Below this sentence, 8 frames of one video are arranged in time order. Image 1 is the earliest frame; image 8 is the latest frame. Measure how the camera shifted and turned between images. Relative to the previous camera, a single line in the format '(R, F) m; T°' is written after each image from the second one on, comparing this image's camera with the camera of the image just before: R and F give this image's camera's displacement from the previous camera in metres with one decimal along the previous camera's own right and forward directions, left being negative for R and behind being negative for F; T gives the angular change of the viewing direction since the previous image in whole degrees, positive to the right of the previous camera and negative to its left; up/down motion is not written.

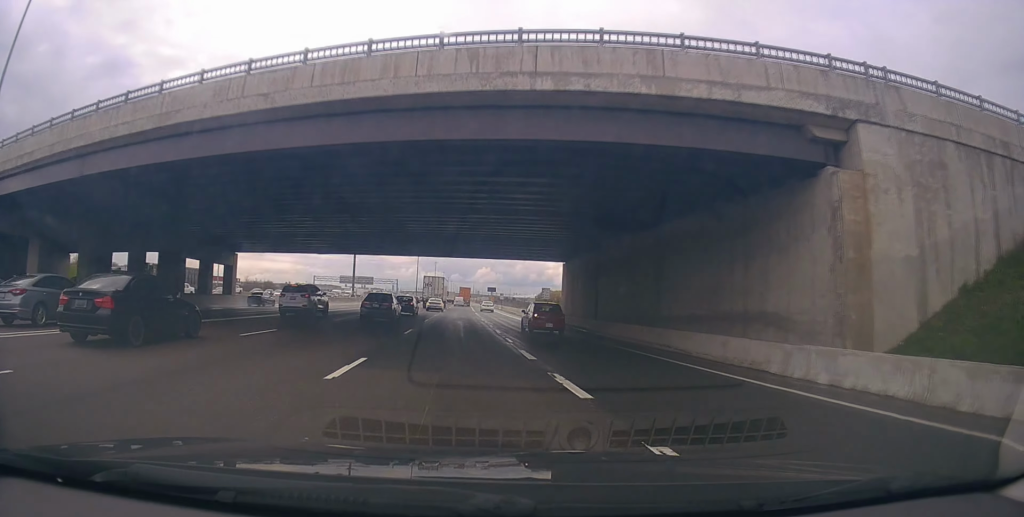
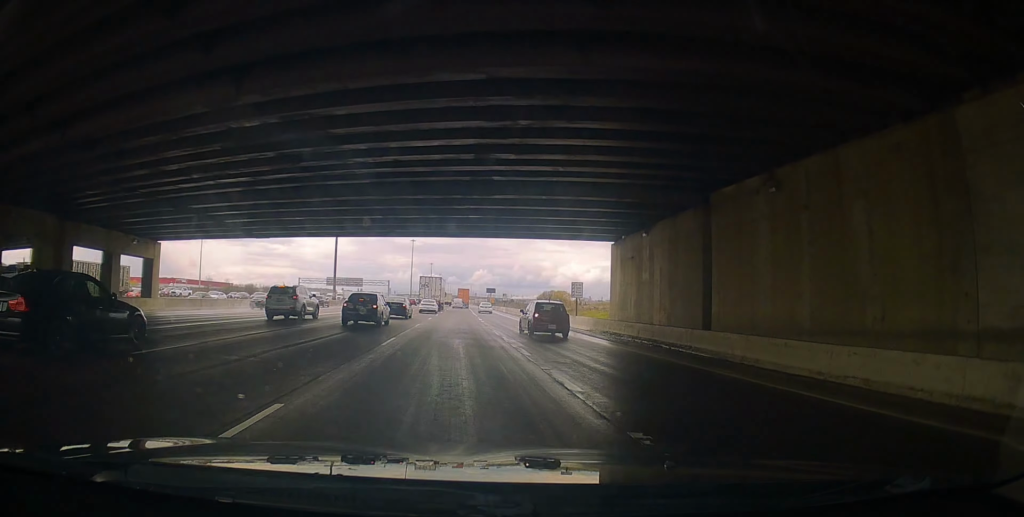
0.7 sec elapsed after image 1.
(-0.1, +17.2) m; 0°
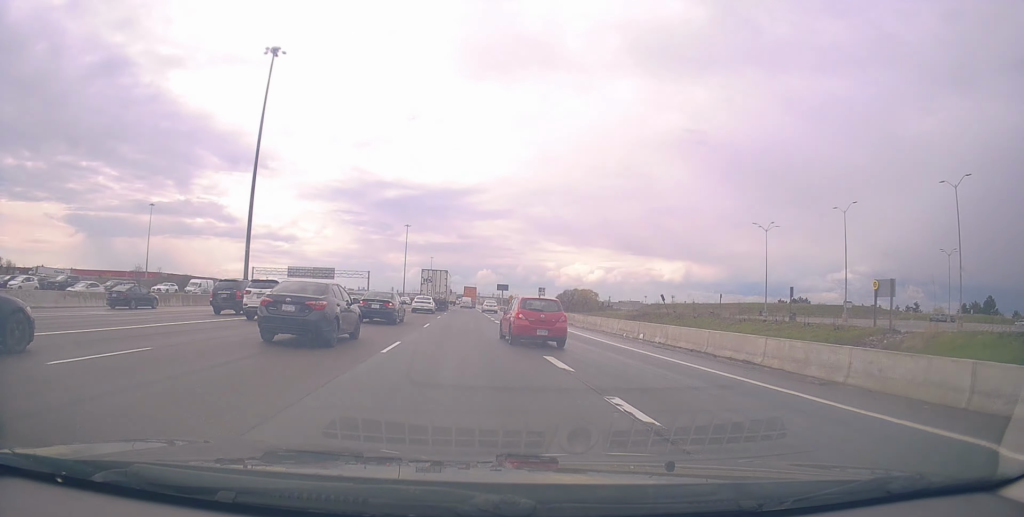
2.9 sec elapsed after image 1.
(+0.9, +51.1) m; +1°
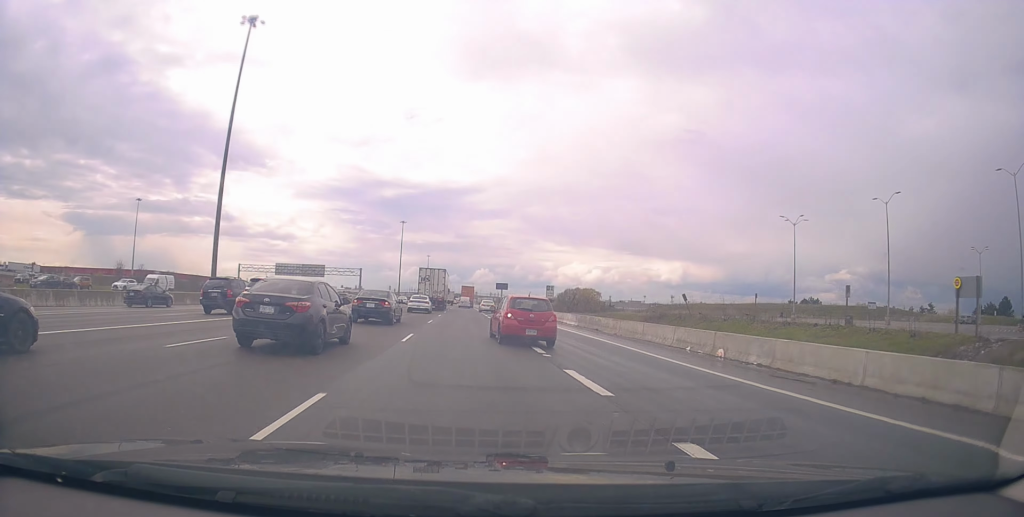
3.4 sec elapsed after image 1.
(-0.1, +9.1) m; 0°
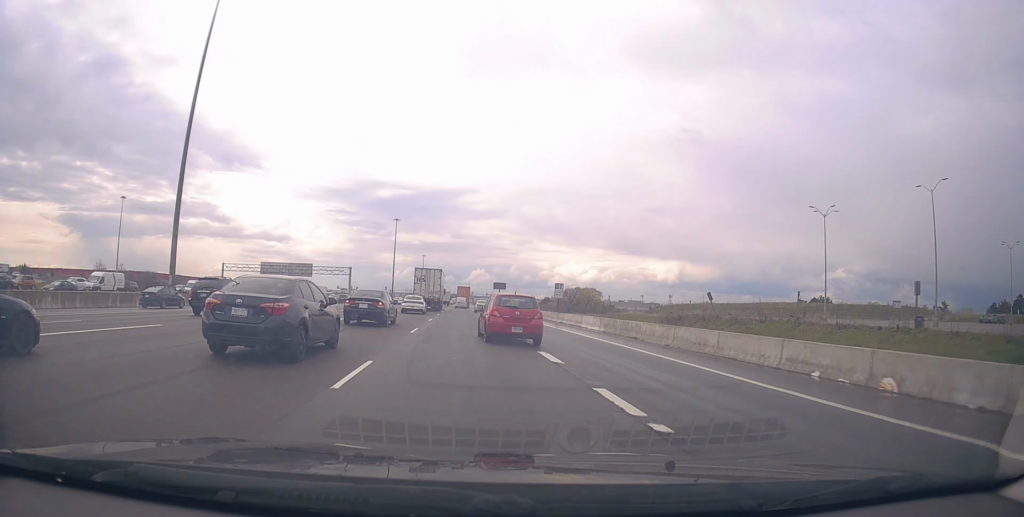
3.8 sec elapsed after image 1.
(0.0, +8.3) m; 0°
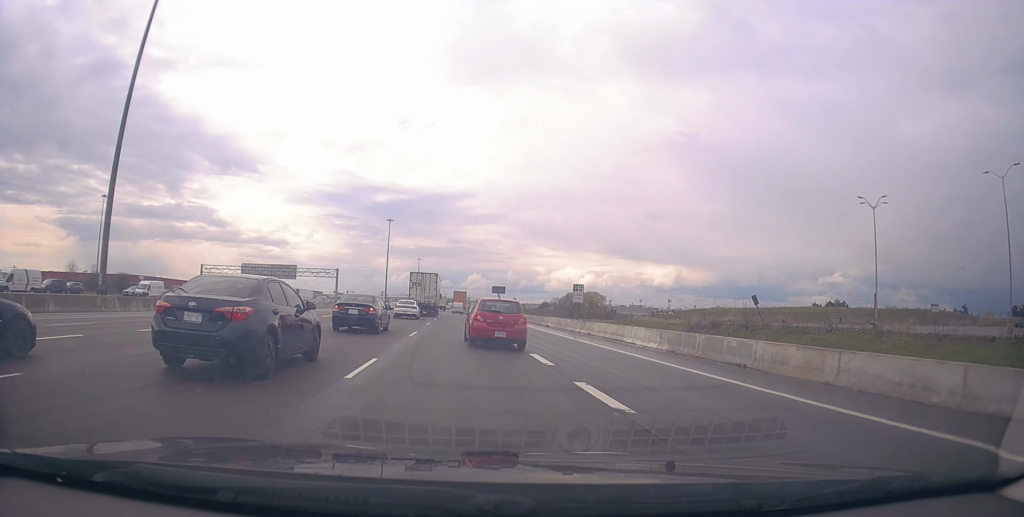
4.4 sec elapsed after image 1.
(+0.1, +11.1) m; 0°
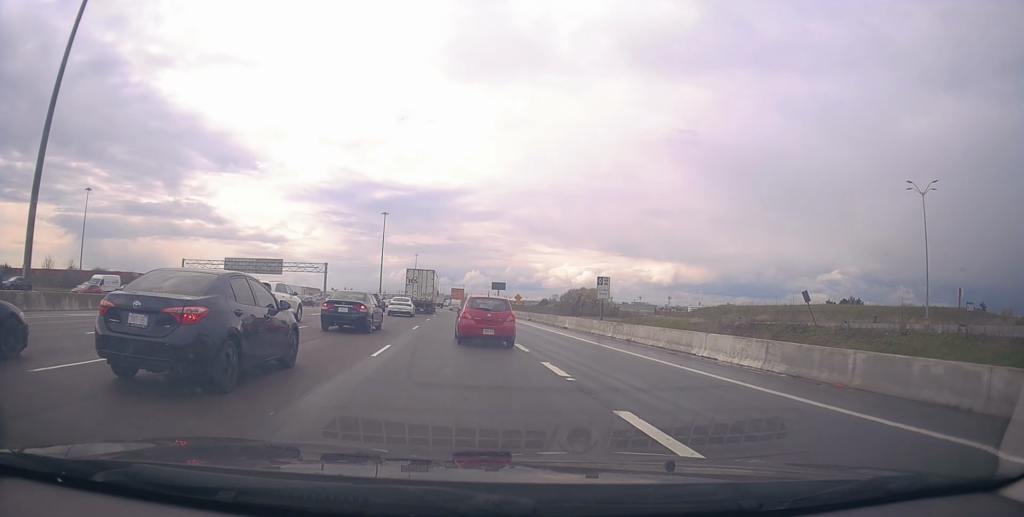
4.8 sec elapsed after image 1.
(0.0, +8.1) m; 0°
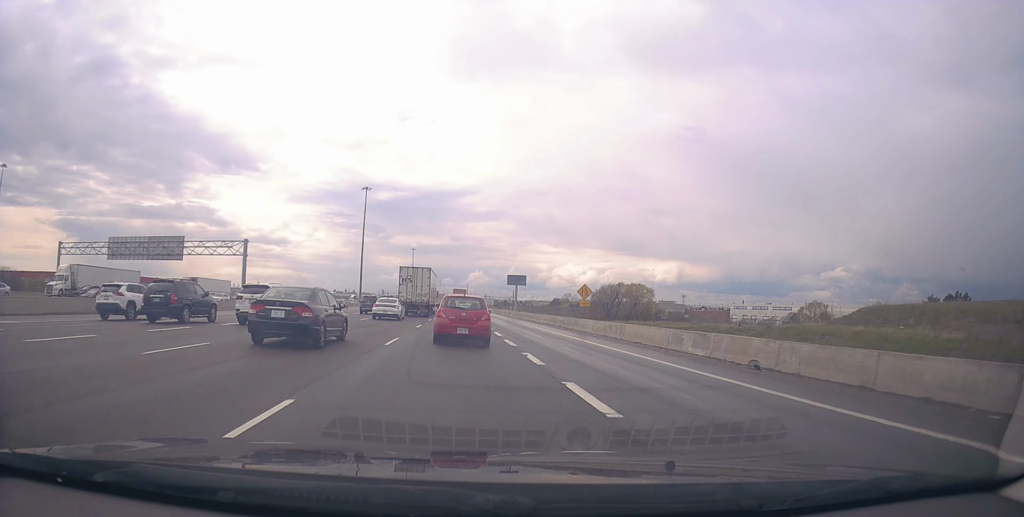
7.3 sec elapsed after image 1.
(+0.9, +43.9) m; +1°
